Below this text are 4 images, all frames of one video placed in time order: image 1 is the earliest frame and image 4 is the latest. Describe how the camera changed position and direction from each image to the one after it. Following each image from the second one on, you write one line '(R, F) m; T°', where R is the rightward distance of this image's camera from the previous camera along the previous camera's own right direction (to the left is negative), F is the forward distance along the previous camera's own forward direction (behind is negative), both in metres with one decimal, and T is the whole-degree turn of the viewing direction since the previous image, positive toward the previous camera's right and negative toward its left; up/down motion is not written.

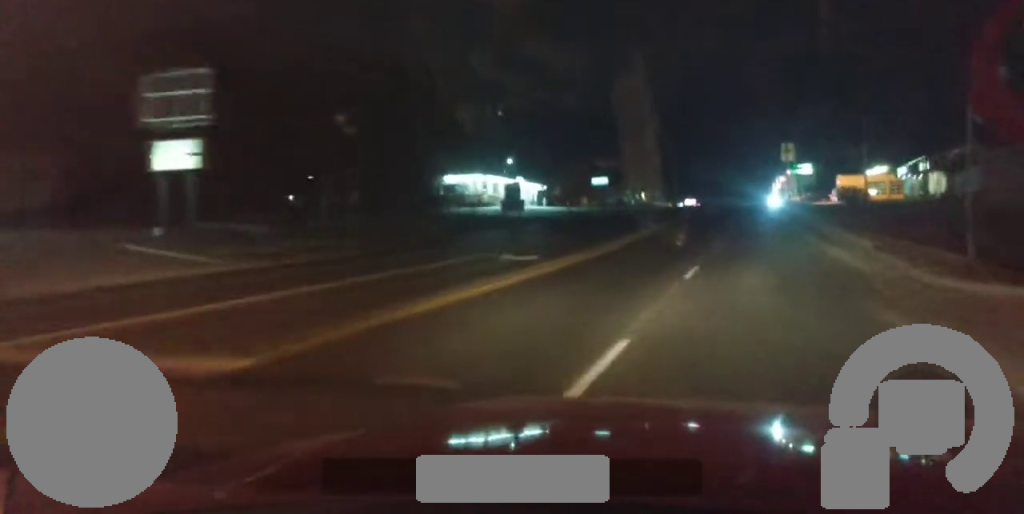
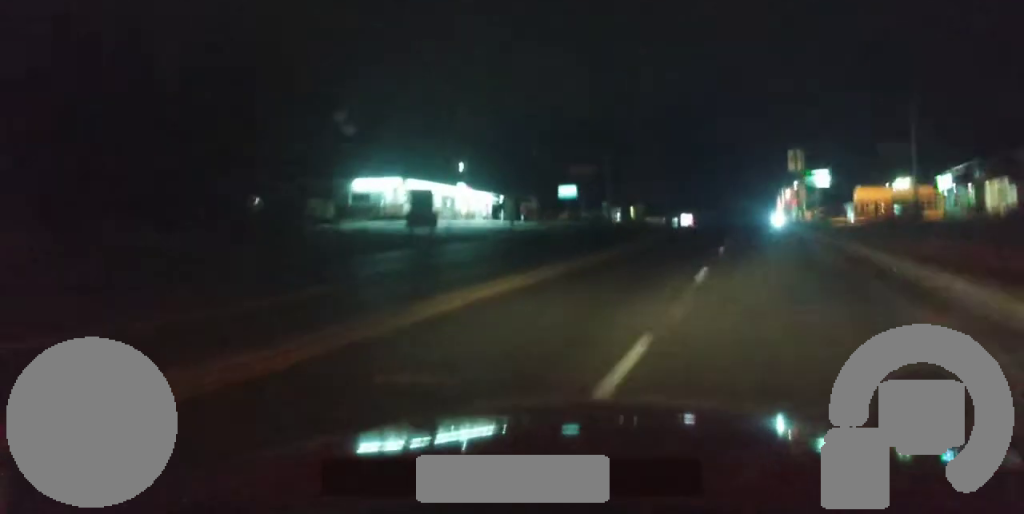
(+0.3, +23.2) m; +1°
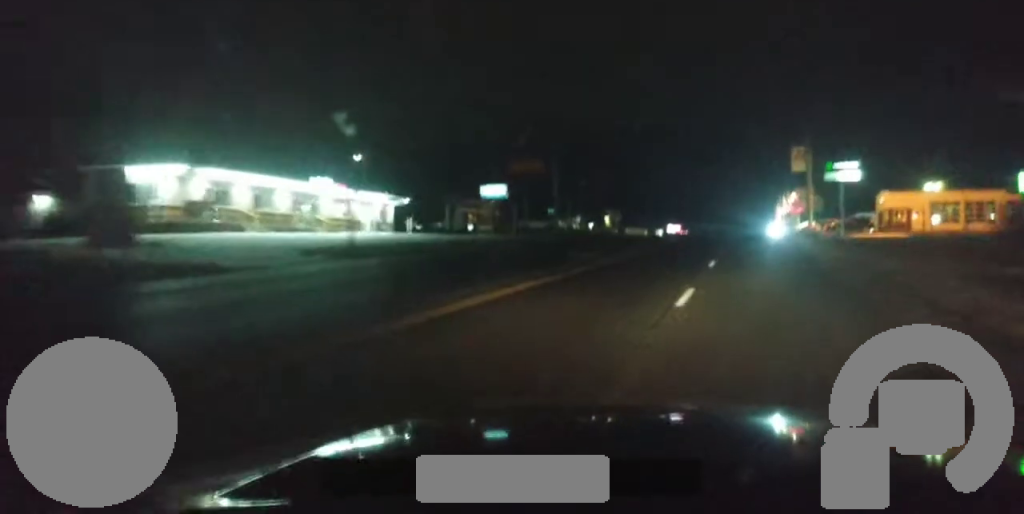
(0.0, +28.7) m; -1°
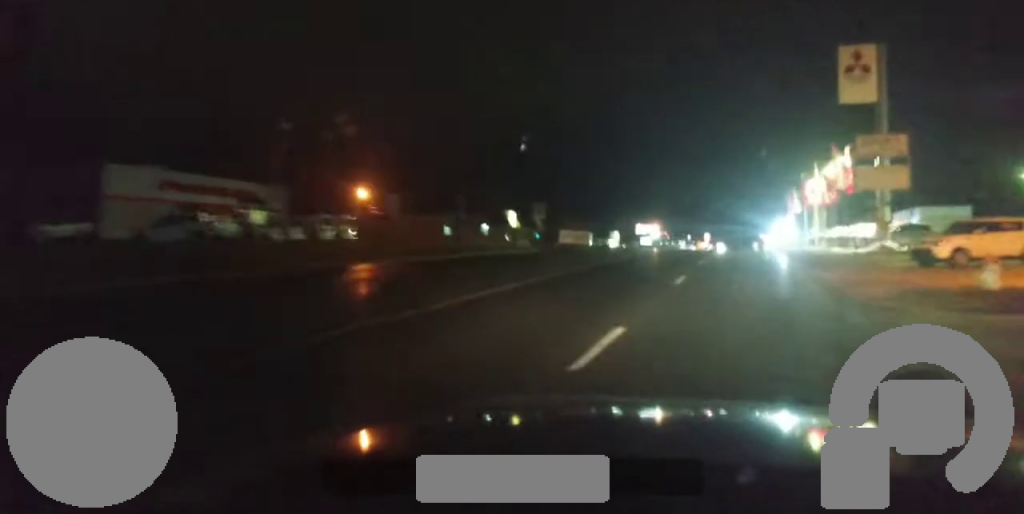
(+1.2, +67.8) m; 0°
